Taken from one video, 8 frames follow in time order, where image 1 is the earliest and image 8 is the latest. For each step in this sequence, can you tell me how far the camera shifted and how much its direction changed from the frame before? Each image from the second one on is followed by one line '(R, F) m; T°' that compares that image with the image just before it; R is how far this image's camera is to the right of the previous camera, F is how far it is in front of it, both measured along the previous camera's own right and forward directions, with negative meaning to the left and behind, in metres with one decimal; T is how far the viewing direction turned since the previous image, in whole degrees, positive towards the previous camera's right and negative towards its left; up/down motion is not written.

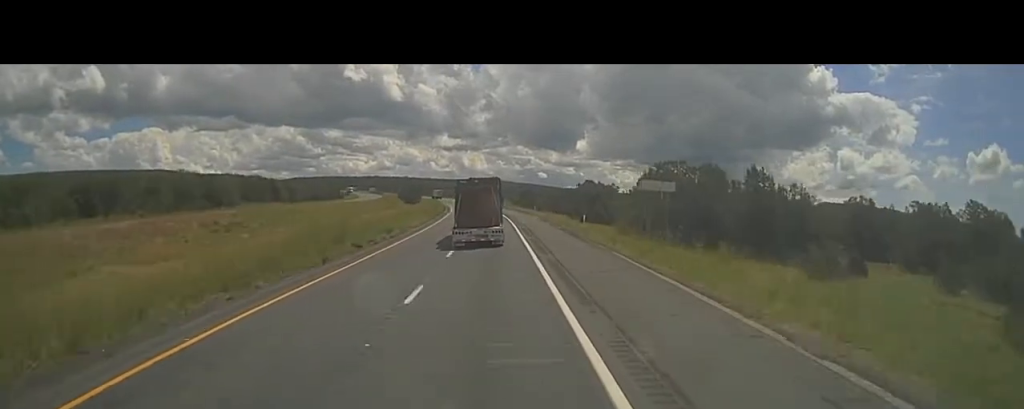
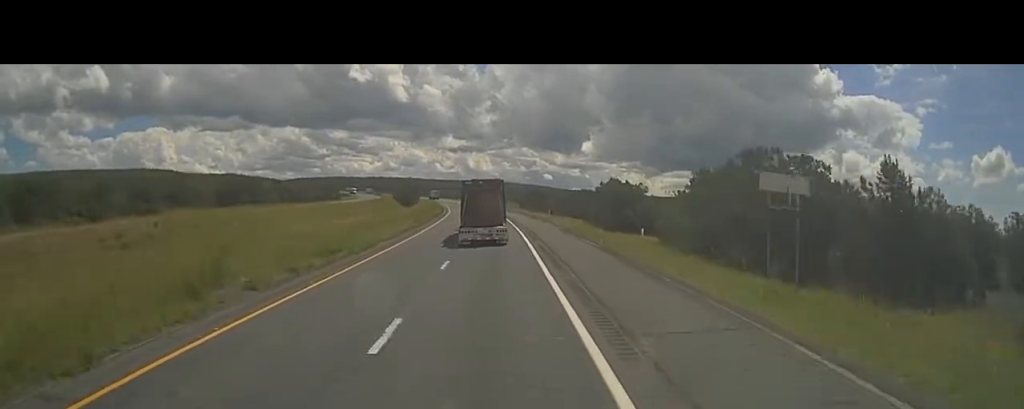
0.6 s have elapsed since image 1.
(0.0, +16.1) m; 0°
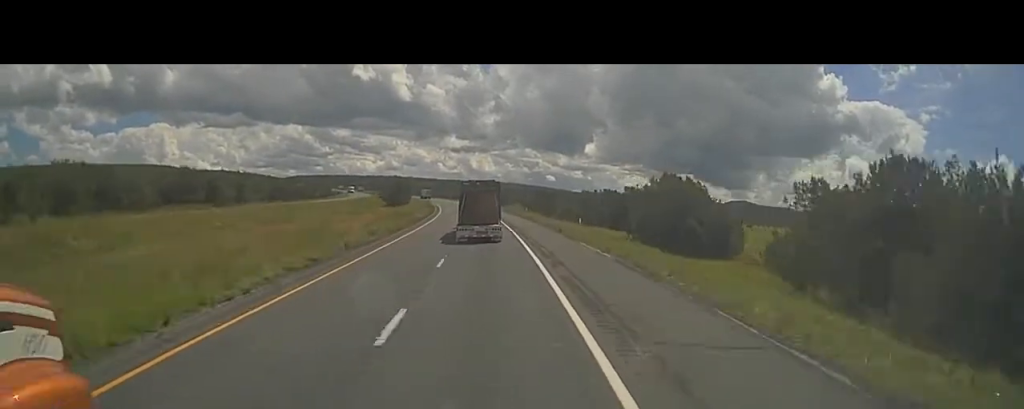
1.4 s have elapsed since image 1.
(0.0, +23.8) m; 0°
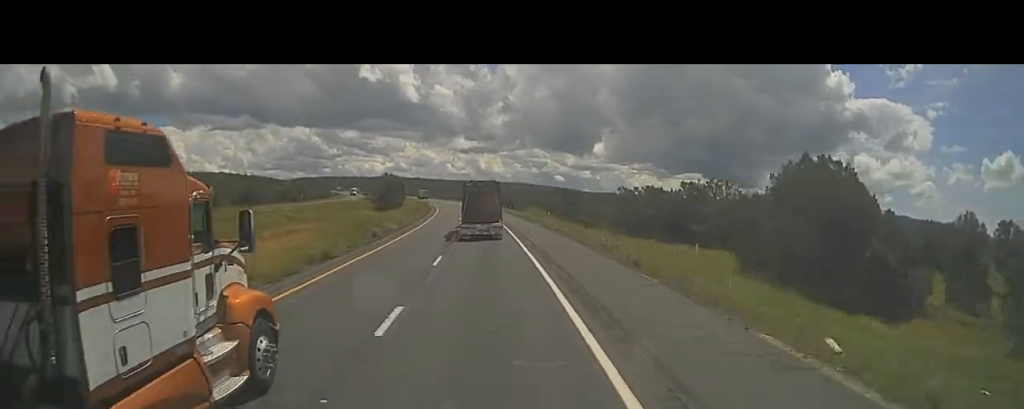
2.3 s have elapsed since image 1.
(0.0, +24.7) m; -1°
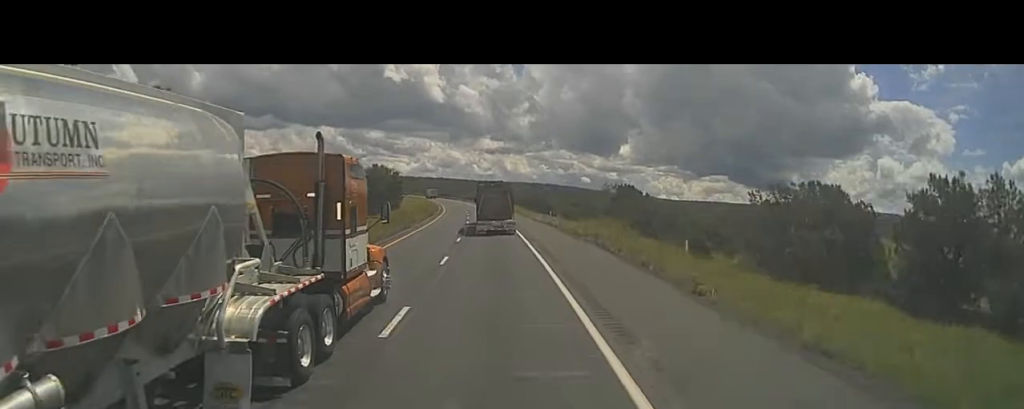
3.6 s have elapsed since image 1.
(-0.6, +37.0) m; -2°
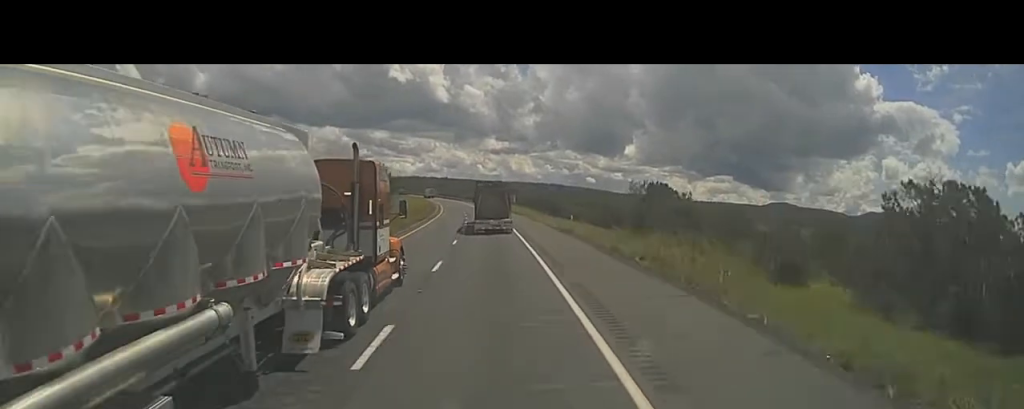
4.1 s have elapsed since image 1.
(-0.3, +14.2) m; 0°
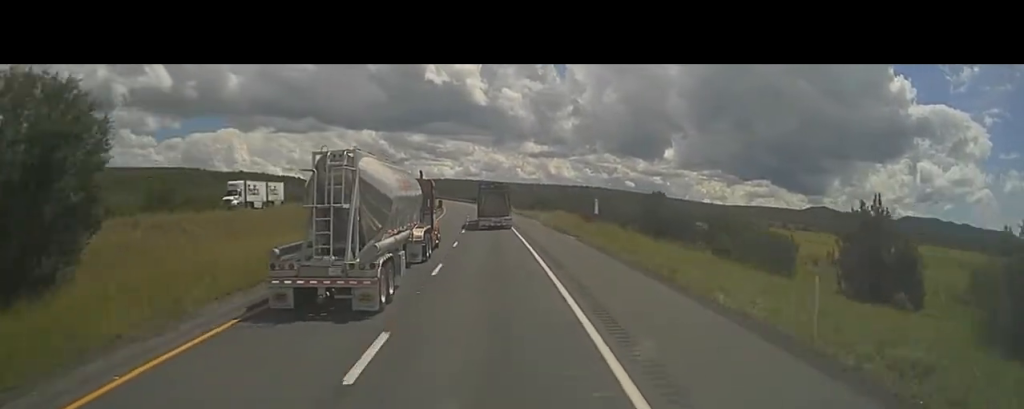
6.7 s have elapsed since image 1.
(-1.7, +74.3) m; -4°
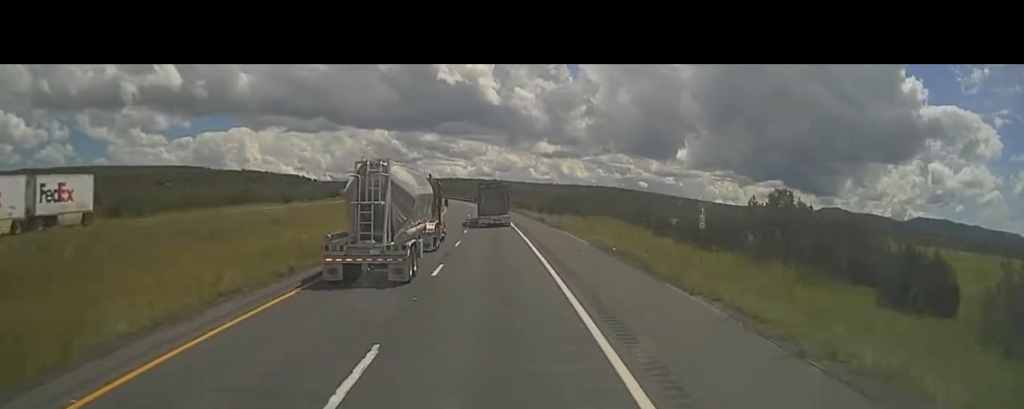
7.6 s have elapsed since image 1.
(0.0, +25.3) m; -1°
